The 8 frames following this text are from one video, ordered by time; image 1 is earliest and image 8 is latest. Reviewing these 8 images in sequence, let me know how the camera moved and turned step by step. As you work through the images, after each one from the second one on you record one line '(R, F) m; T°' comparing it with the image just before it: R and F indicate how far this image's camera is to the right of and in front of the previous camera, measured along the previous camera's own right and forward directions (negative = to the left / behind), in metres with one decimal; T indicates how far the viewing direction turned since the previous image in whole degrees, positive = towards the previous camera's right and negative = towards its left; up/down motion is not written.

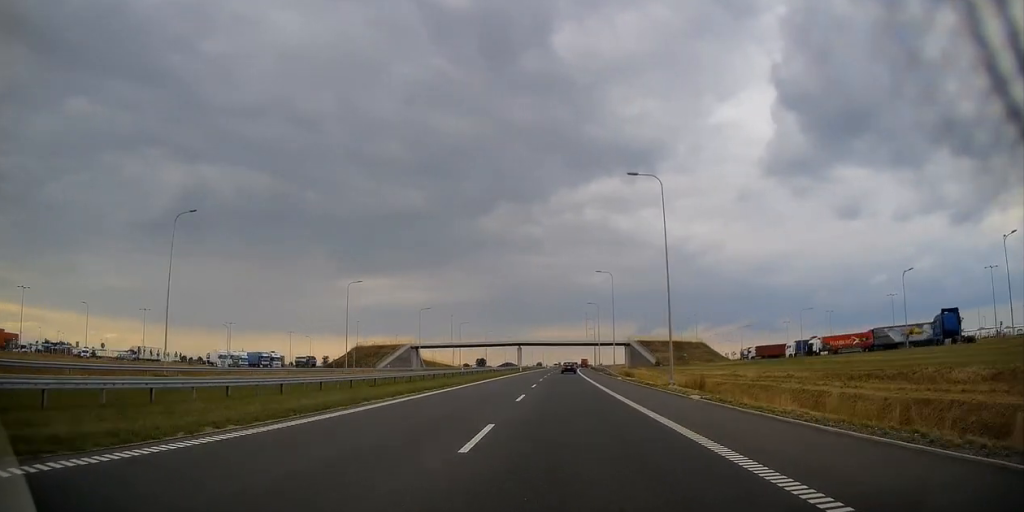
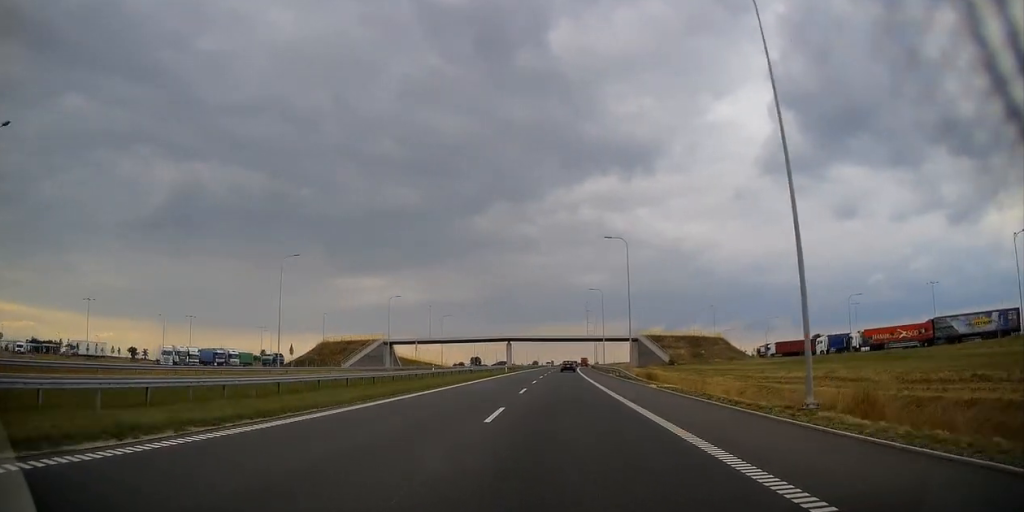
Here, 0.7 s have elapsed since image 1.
(+0.1, +19.9) m; 0°
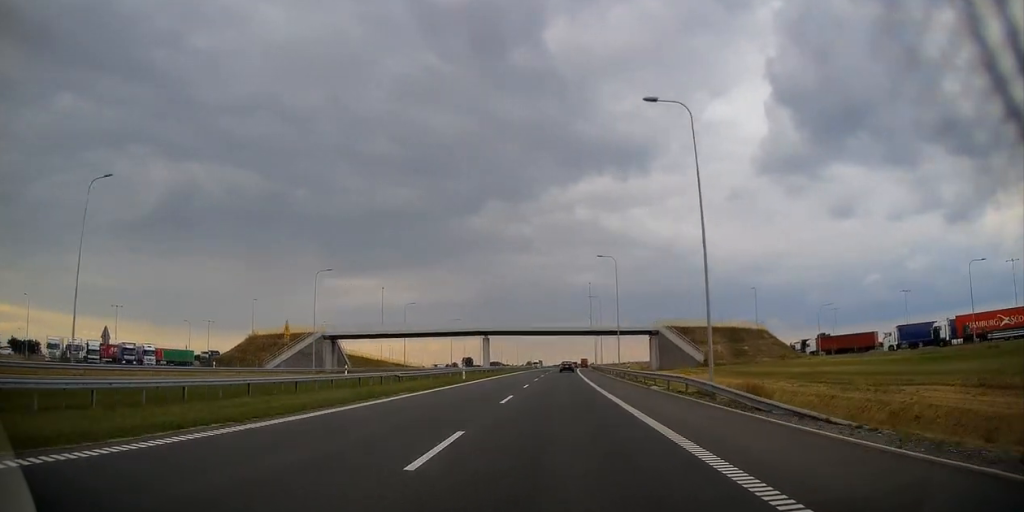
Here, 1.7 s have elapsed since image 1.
(+0.2, +29.9) m; 0°
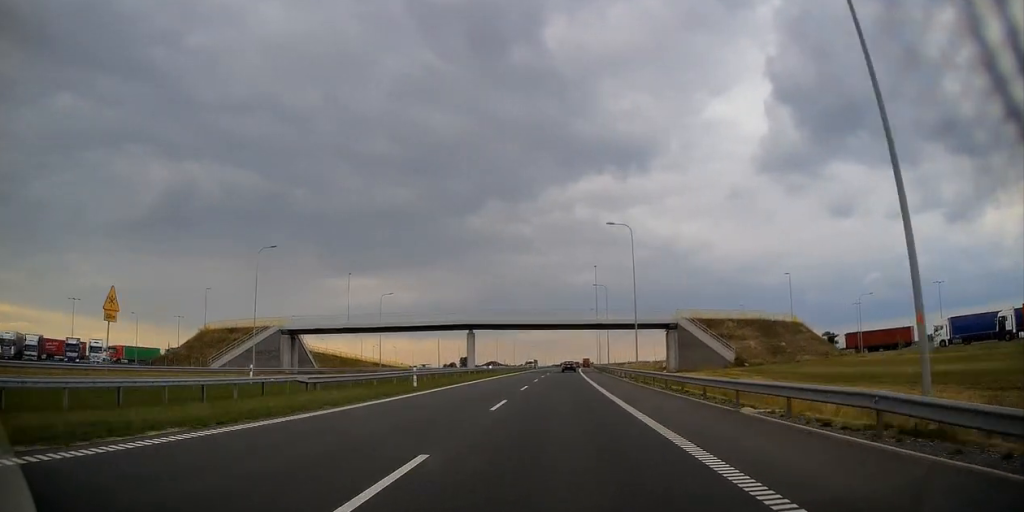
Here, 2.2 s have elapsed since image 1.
(0.0, +14.9) m; 0°
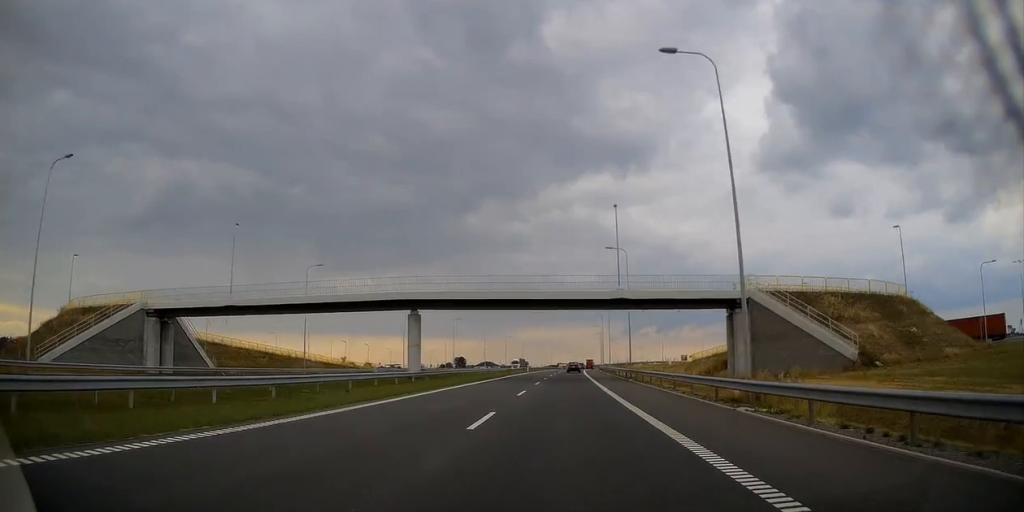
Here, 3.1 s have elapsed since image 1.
(+0.1, +28.9) m; 0°
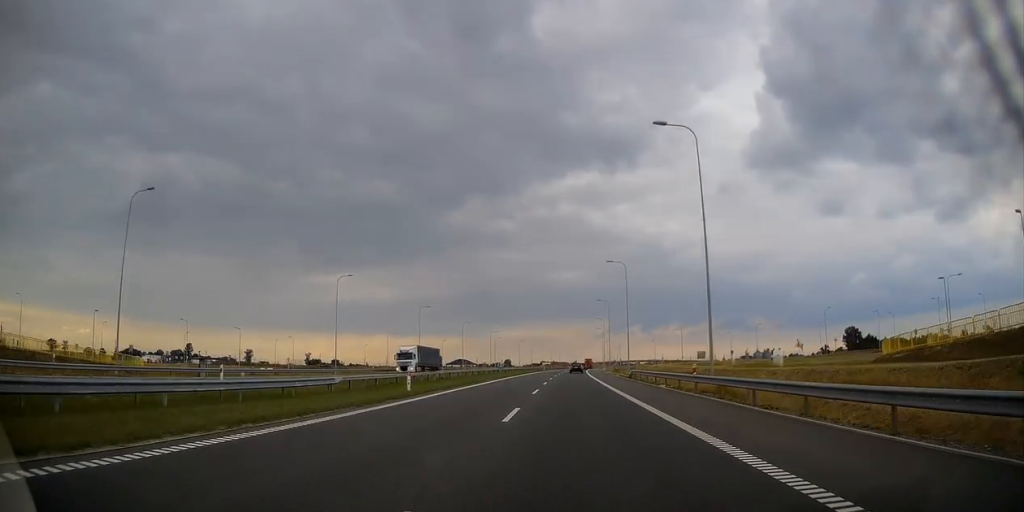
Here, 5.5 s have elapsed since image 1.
(+1.0, +70.8) m; +2°
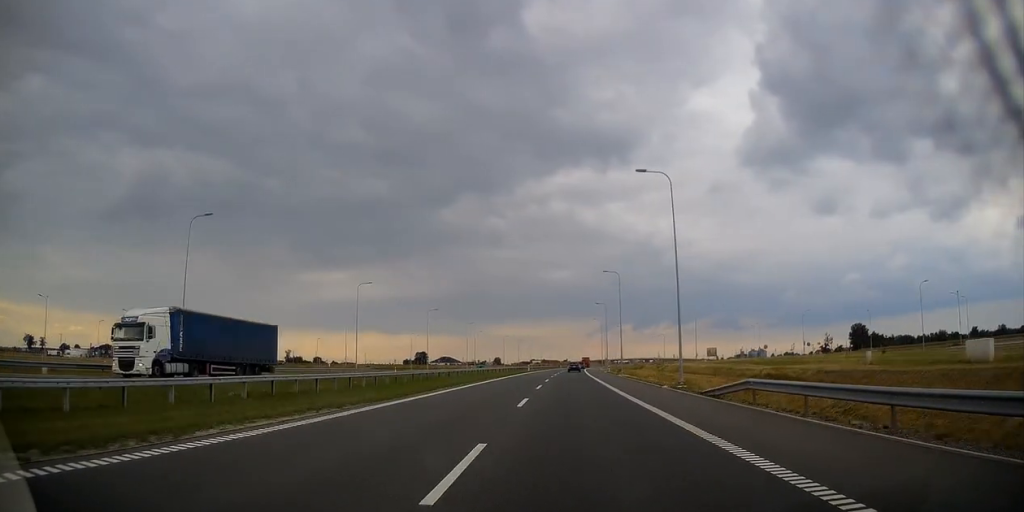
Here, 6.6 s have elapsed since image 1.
(+0.2, +32.0) m; +1°
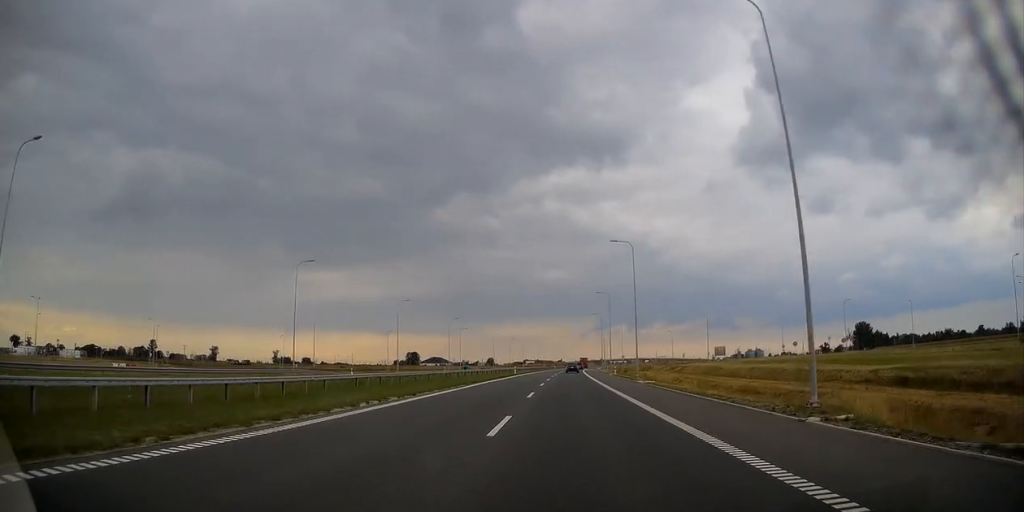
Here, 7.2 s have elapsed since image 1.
(0.0, +18.0) m; 0°
